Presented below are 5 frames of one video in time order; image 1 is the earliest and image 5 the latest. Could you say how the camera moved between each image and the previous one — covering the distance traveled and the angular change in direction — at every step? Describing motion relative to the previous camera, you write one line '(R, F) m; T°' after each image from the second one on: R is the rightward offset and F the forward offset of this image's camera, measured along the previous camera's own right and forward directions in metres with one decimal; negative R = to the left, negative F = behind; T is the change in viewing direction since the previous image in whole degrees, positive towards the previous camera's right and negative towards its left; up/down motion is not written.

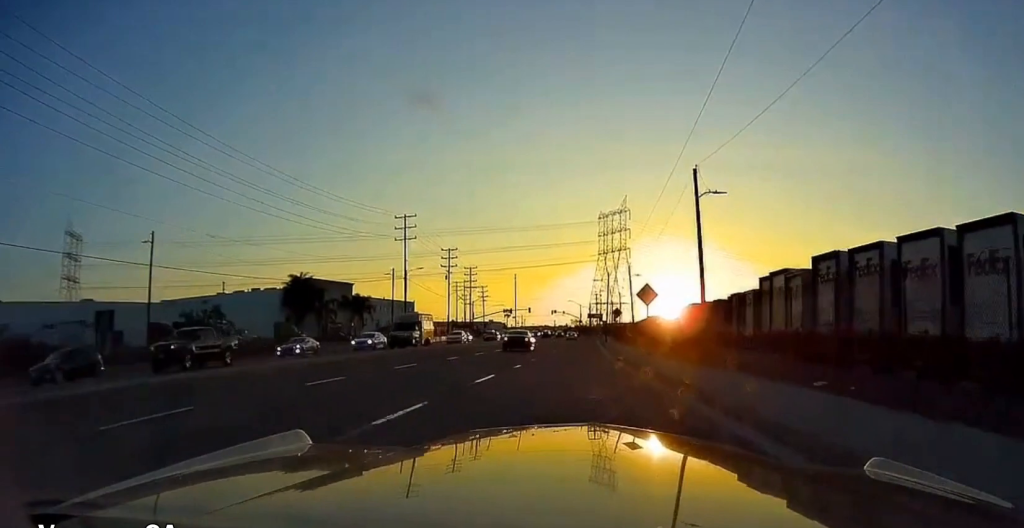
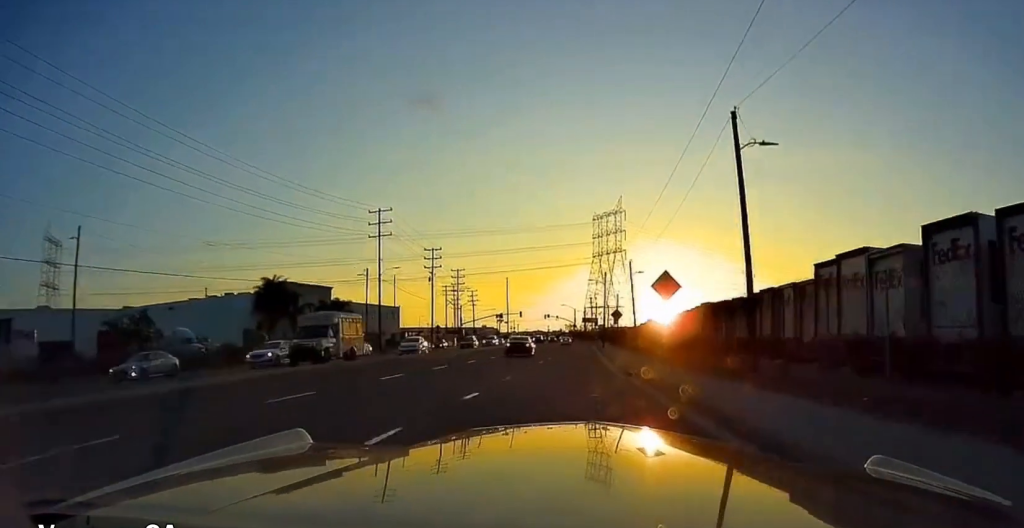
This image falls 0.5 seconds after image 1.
(+0.3, +9.3) m; 0°
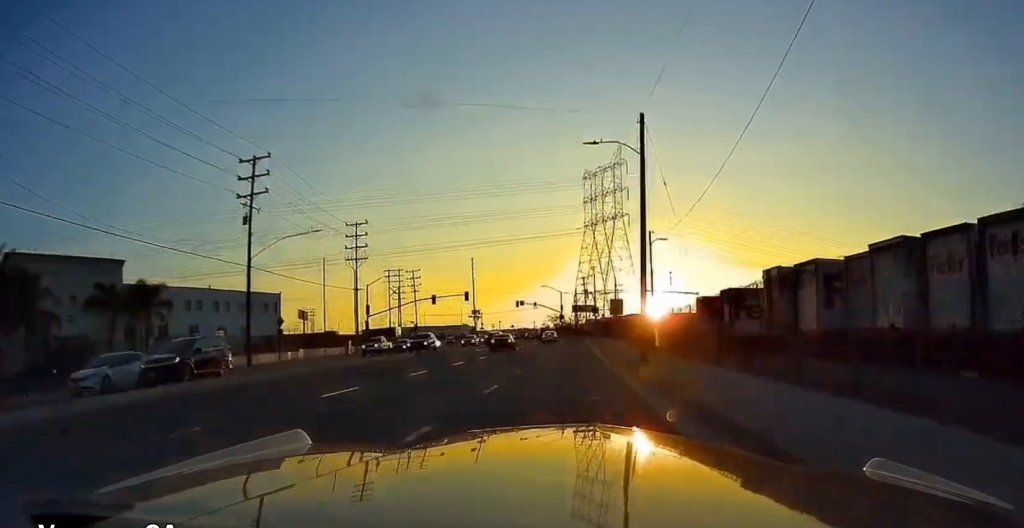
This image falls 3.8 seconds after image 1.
(-0.2, +64.1) m; +1°
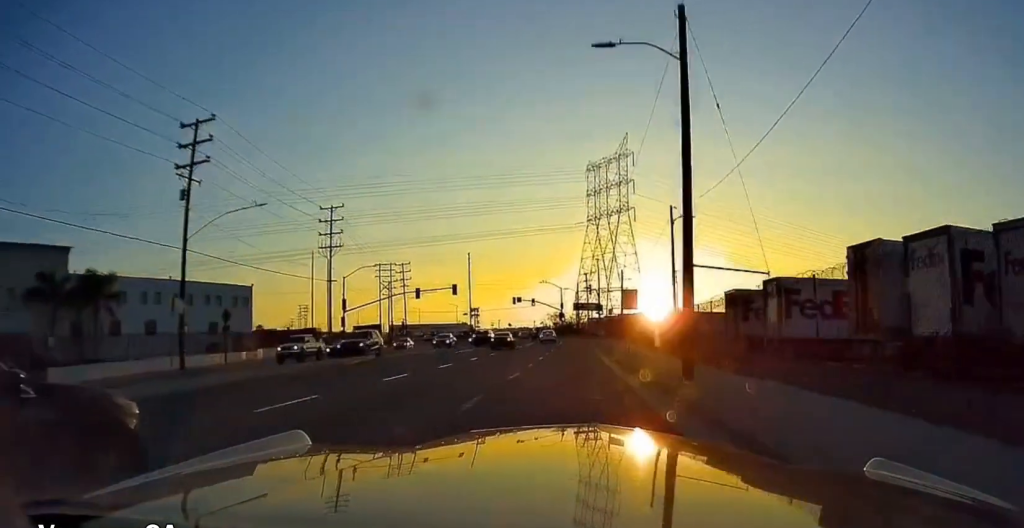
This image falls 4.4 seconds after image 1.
(-0.1, +10.4) m; -1°
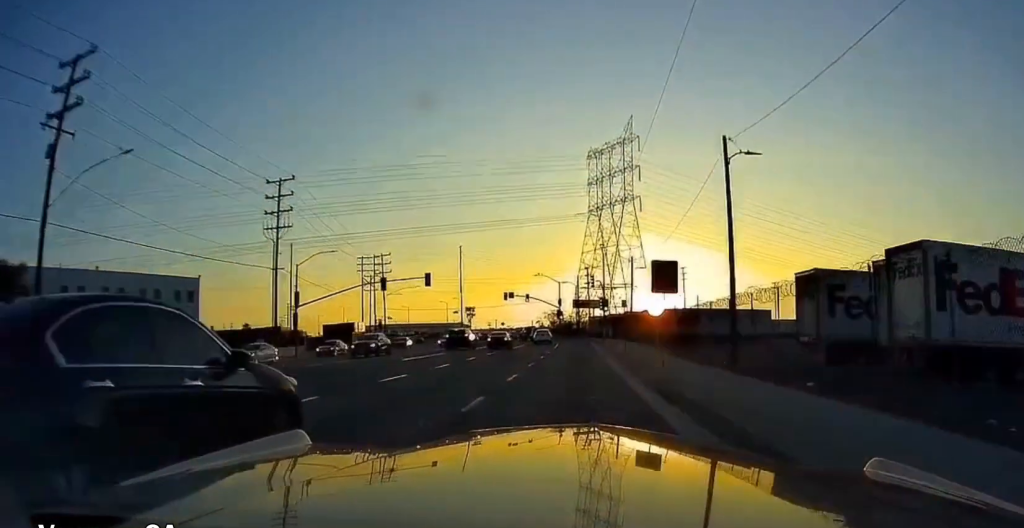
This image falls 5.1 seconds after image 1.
(-0.1, +14.9) m; 0°
